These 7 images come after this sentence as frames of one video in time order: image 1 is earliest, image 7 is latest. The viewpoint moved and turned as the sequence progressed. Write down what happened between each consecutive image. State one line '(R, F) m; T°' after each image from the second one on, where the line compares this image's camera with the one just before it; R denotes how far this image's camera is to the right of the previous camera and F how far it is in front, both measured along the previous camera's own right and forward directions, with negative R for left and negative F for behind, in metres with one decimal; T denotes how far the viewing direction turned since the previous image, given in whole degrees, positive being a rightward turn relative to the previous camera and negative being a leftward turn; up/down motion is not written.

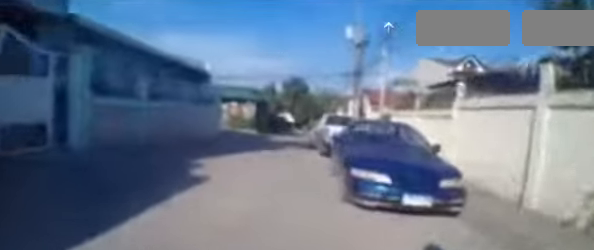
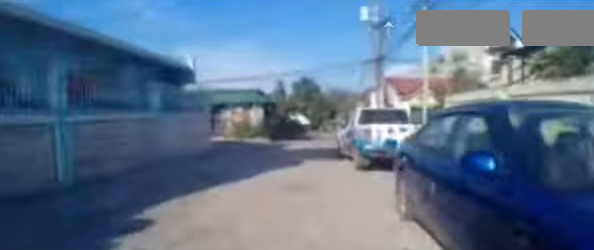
(-0.2, +4.2) m; 0°
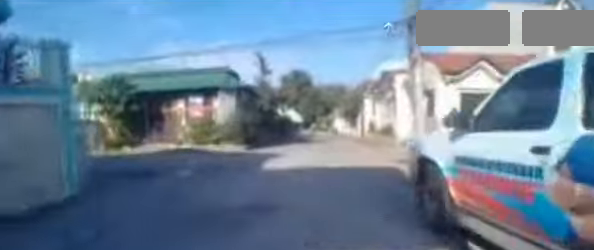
(-0.1, +8.1) m; -2°
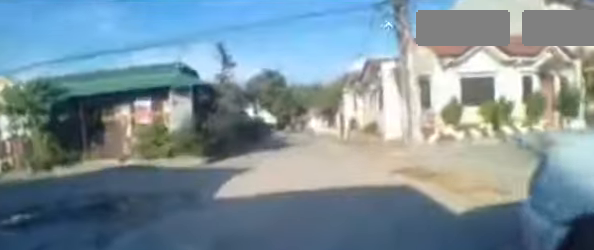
(+0.2, +3.1) m; 0°
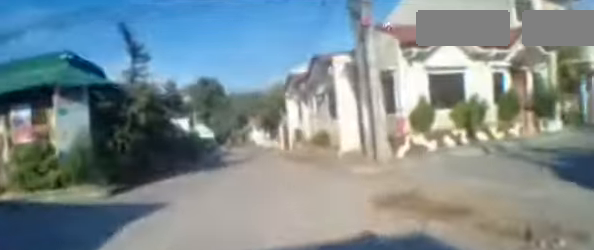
(-0.1, +2.8) m; +1°
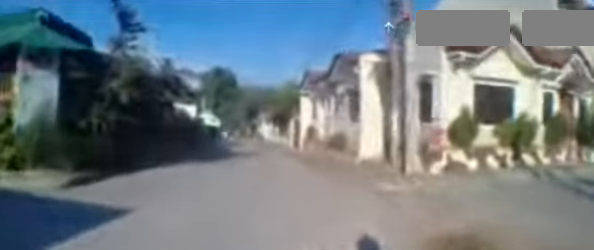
(-0.1, +1.9) m; +1°
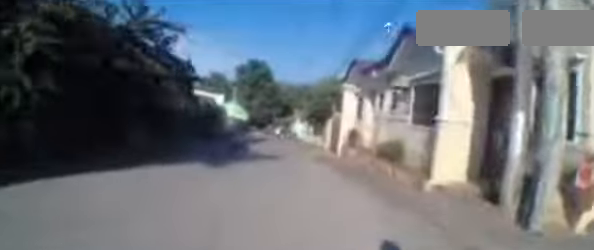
(+0.2, +3.5) m; 0°
